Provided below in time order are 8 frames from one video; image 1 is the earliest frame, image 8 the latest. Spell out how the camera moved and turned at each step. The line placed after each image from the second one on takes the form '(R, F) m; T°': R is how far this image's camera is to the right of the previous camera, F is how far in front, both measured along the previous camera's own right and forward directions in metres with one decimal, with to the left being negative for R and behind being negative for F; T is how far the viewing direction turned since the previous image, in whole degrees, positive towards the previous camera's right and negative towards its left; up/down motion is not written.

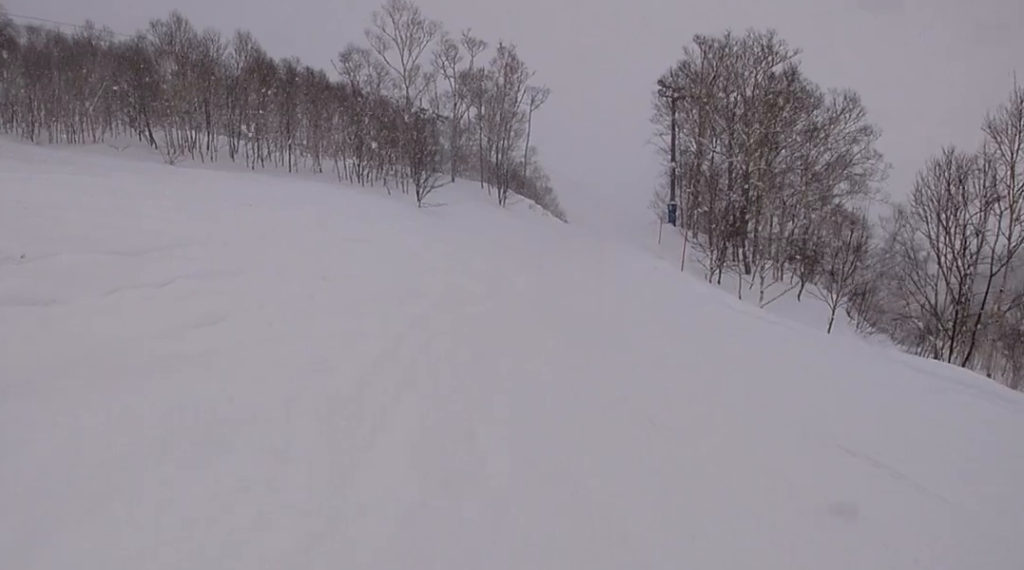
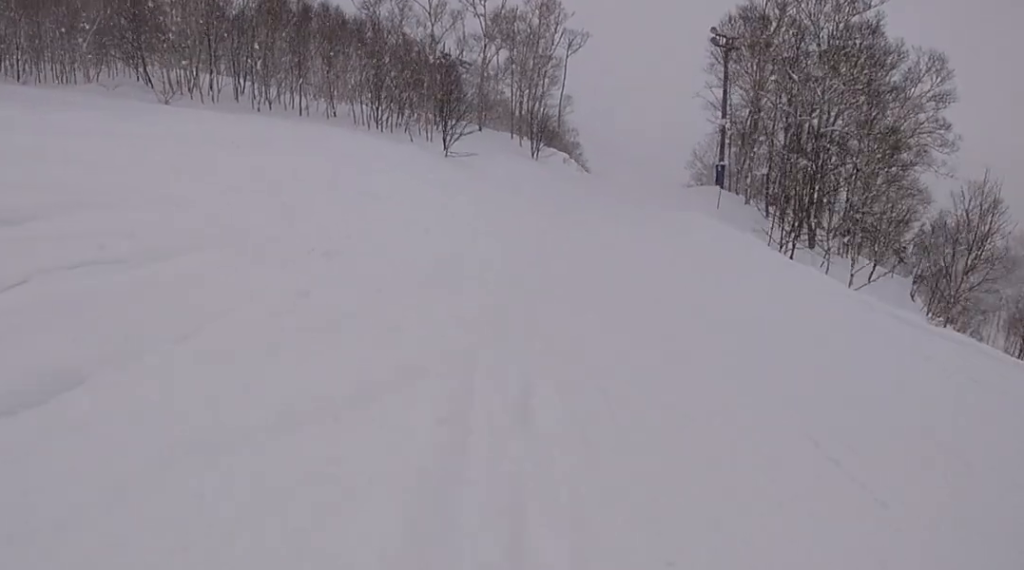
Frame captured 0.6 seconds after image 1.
(-0.2, +3.5) m; +7°
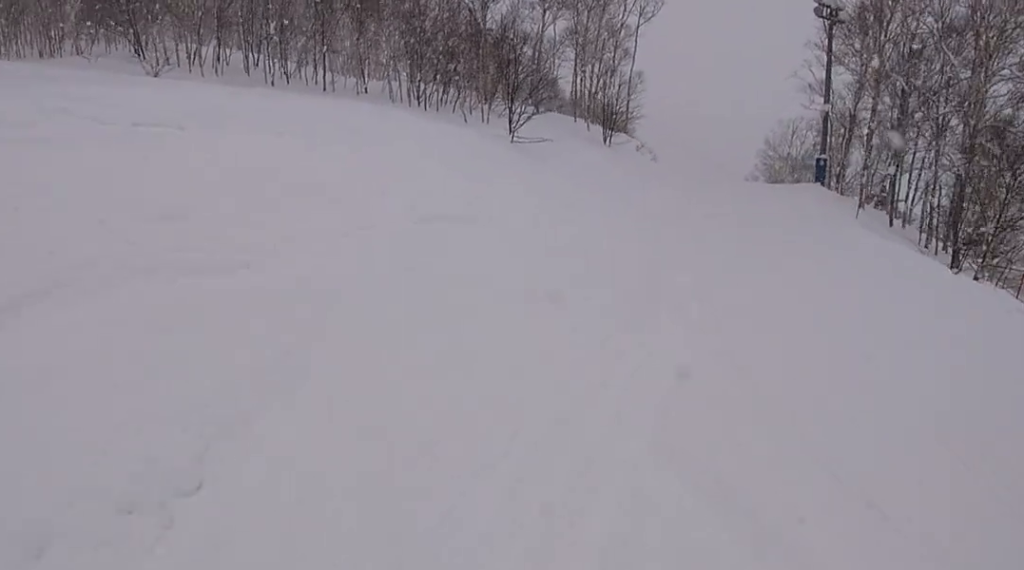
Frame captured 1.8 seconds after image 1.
(+1.2, +5.1) m; +11°
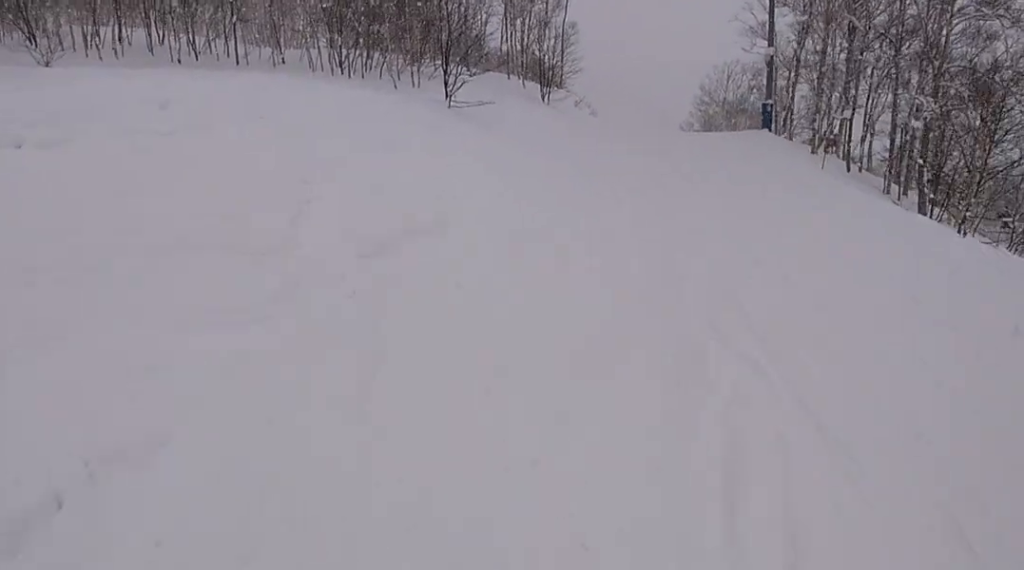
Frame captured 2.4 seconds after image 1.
(0.0, +1.8) m; -7°
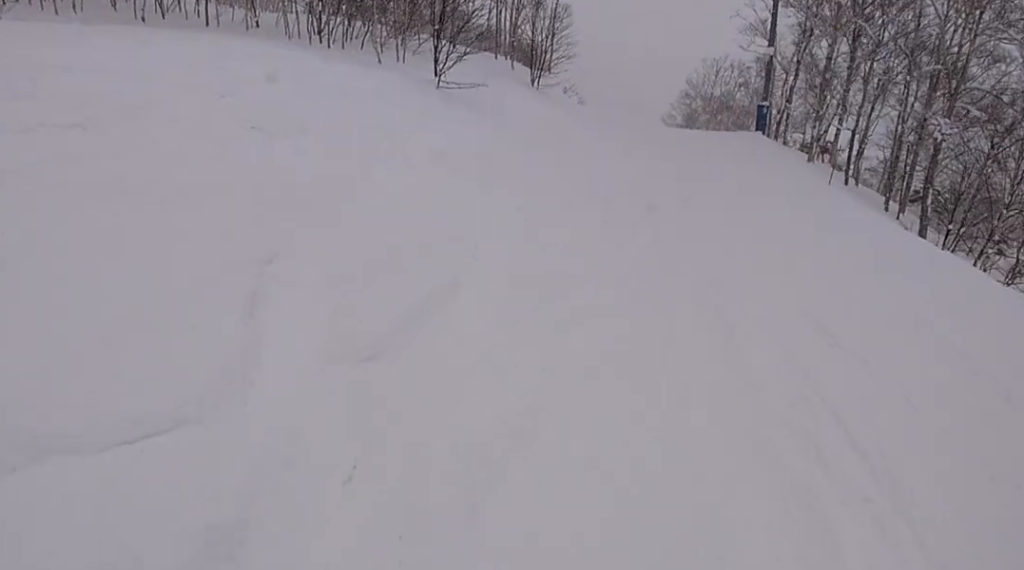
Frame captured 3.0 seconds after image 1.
(-0.2, +1.8) m; +2°
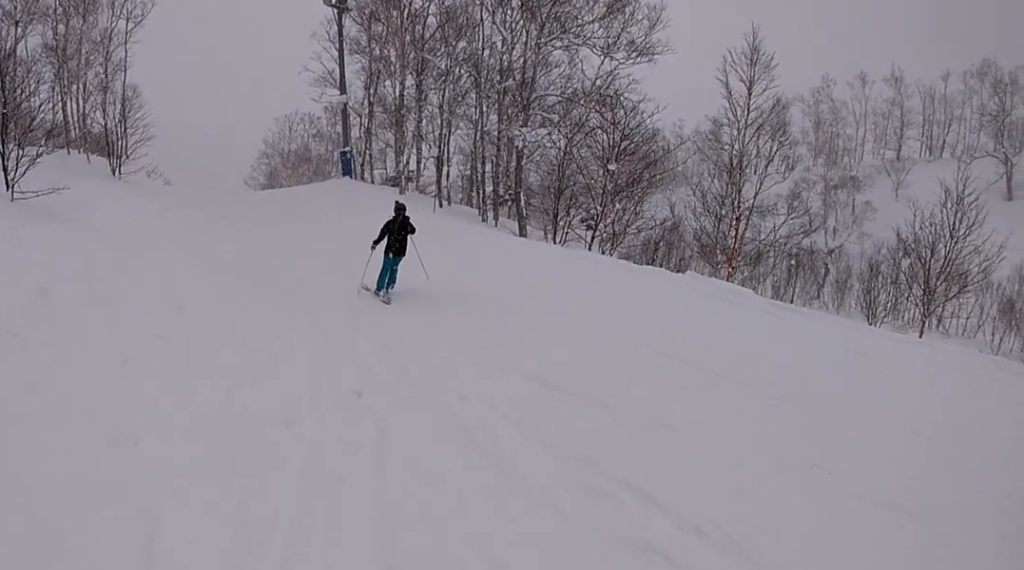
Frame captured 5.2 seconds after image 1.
(+1.6, +3.2) m; +35°
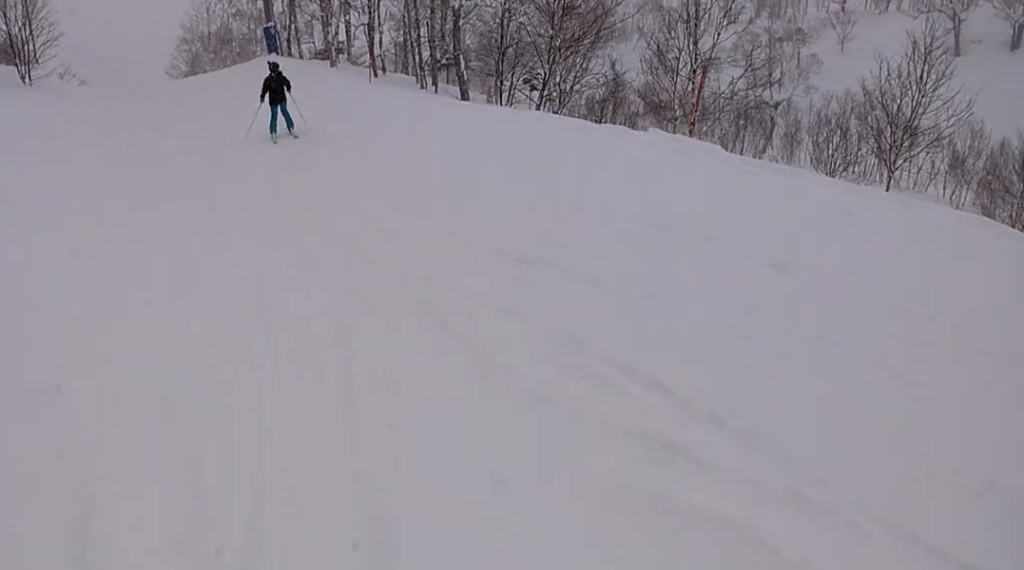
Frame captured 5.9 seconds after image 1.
(-0.1, +1.2) m; -11°
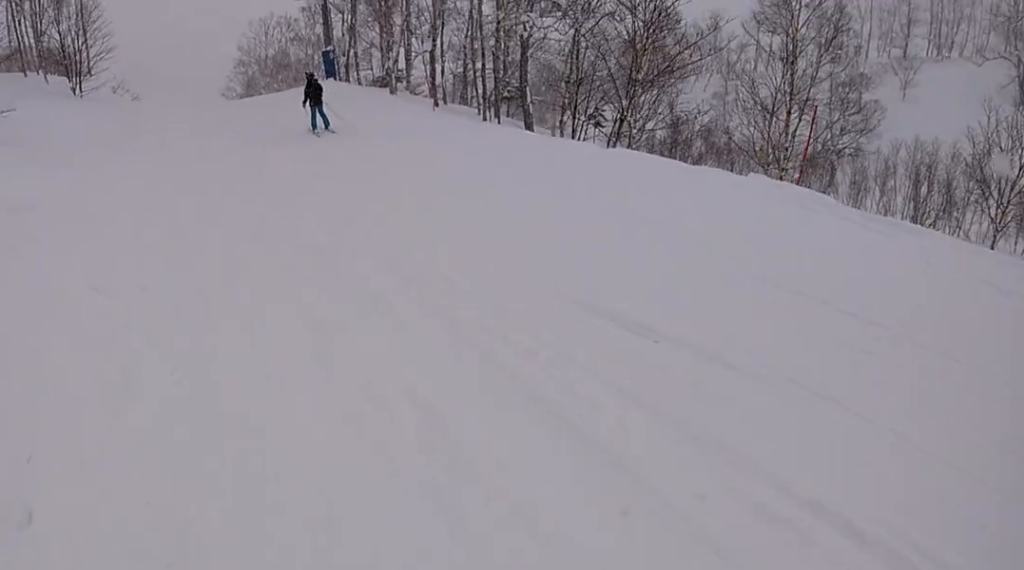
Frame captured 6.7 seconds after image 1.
(-0.6, +1.7) m; 0°
